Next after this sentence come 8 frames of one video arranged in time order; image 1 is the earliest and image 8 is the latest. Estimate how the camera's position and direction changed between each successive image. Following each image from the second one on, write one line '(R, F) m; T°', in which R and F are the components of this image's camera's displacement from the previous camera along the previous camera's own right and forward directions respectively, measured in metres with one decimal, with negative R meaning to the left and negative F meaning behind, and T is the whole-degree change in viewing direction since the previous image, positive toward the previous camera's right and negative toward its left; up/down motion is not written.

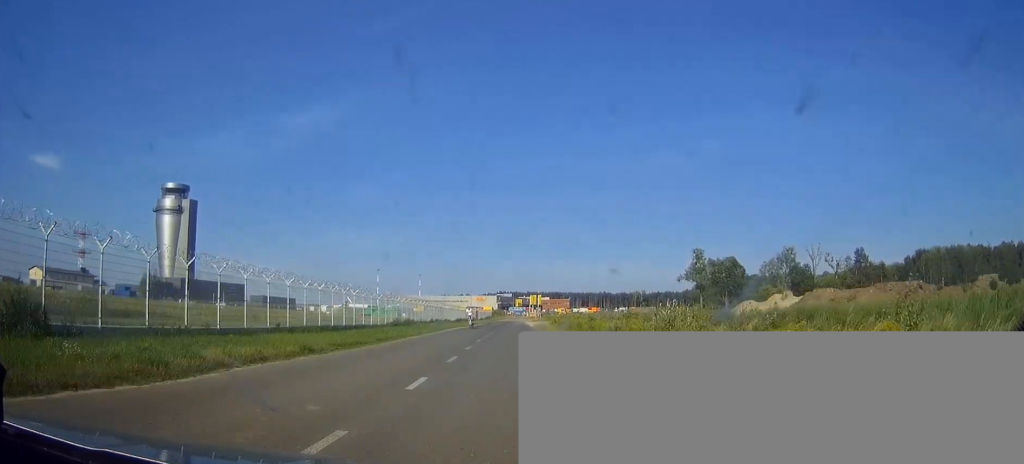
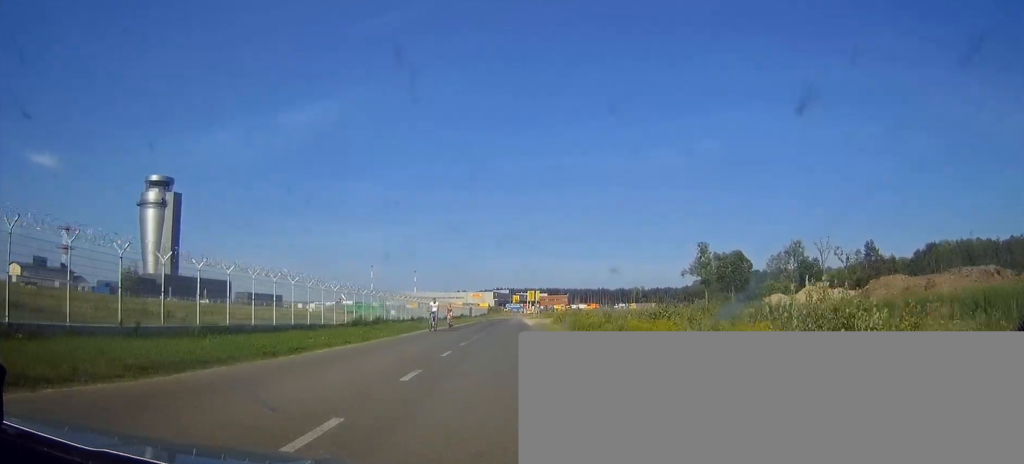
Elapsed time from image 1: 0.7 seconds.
(0.0, +11.6) m; 0°
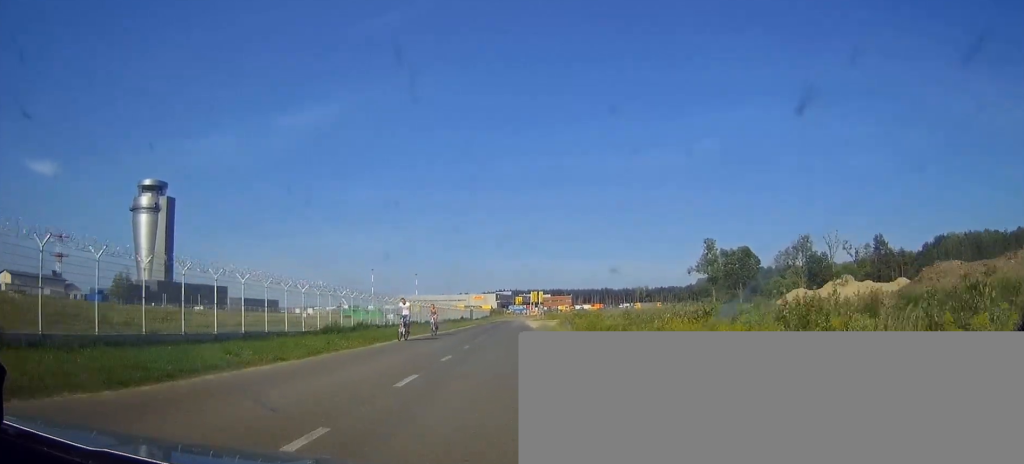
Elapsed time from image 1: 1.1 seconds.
(0.0, +6.4) m; 0°
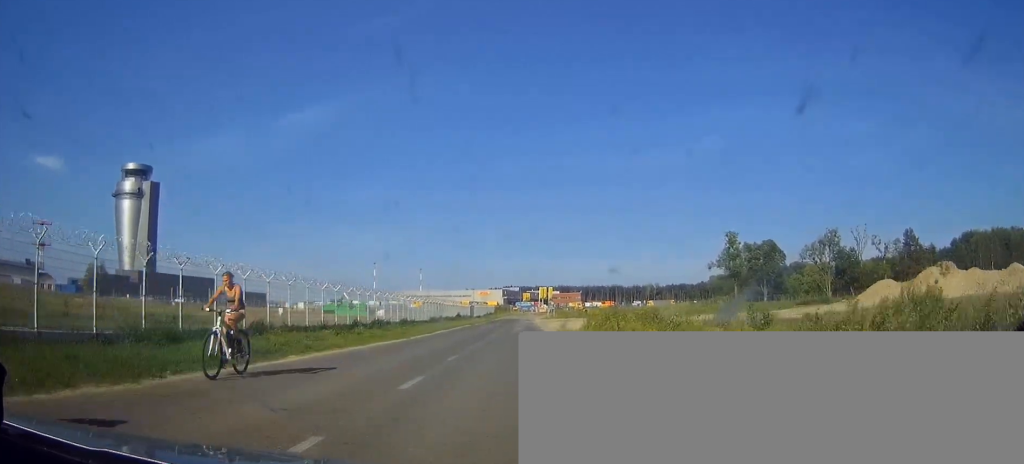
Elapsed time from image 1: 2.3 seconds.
(0.0, +18.3) m; 0°
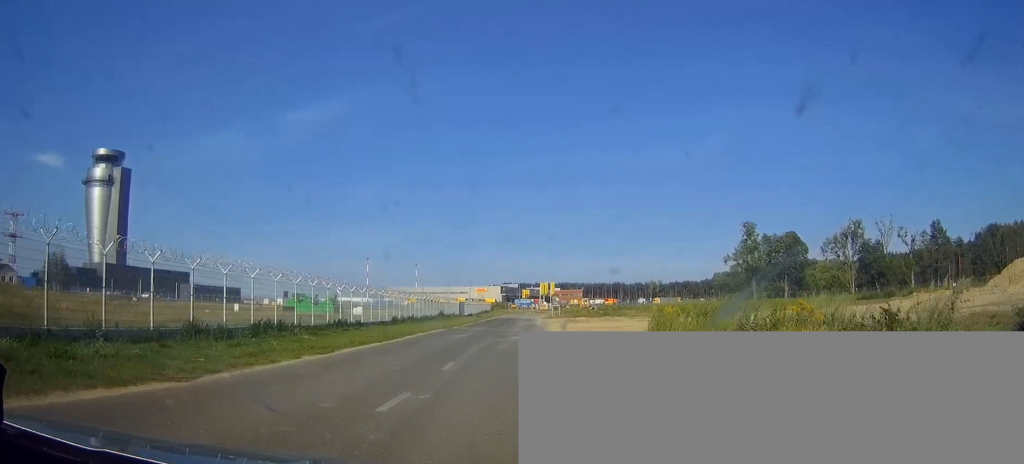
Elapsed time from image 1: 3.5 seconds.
(0.0, +19.7) m; 0°
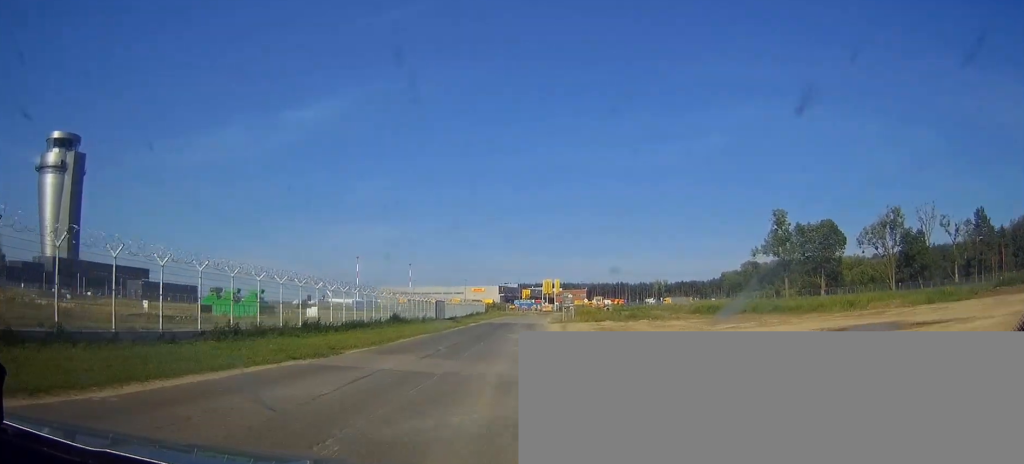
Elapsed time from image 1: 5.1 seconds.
(-0.1, +27.8) m; 0°
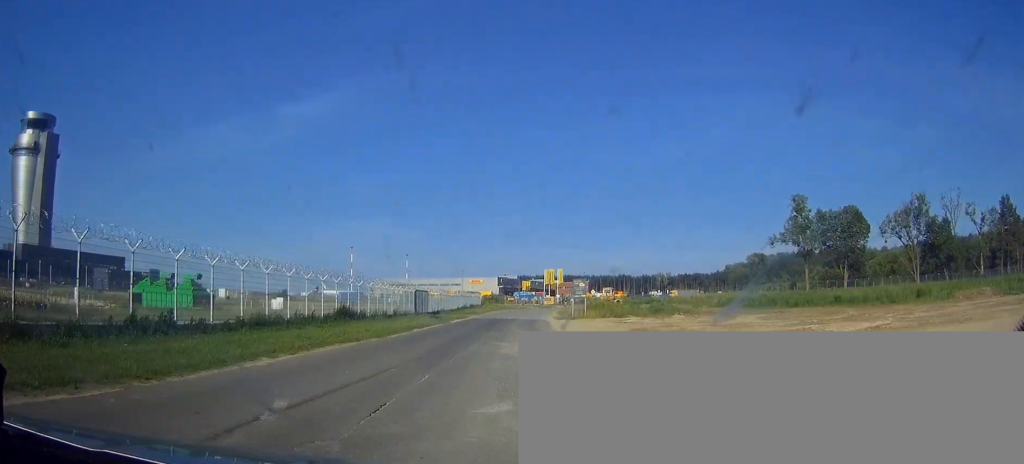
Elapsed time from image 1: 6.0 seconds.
(0.0, +14.6) m; 0°
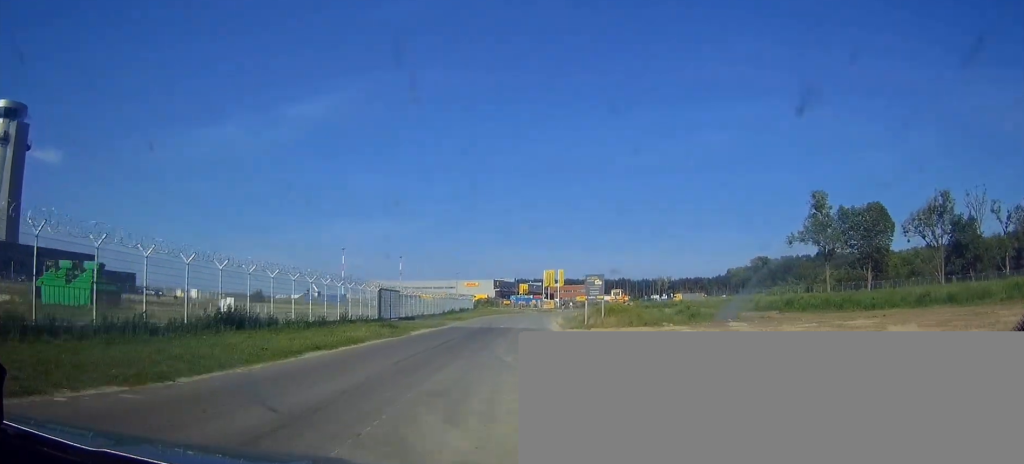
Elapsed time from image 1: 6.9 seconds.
(0.0, +14.6) m; +1°
